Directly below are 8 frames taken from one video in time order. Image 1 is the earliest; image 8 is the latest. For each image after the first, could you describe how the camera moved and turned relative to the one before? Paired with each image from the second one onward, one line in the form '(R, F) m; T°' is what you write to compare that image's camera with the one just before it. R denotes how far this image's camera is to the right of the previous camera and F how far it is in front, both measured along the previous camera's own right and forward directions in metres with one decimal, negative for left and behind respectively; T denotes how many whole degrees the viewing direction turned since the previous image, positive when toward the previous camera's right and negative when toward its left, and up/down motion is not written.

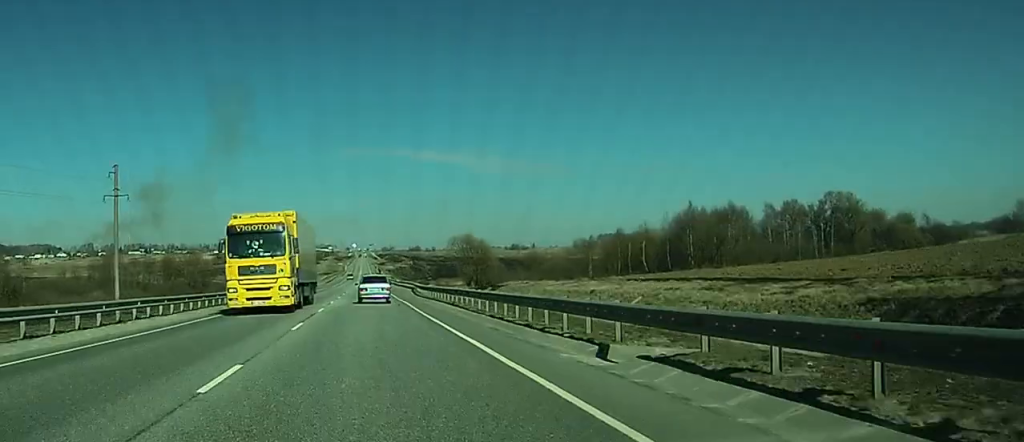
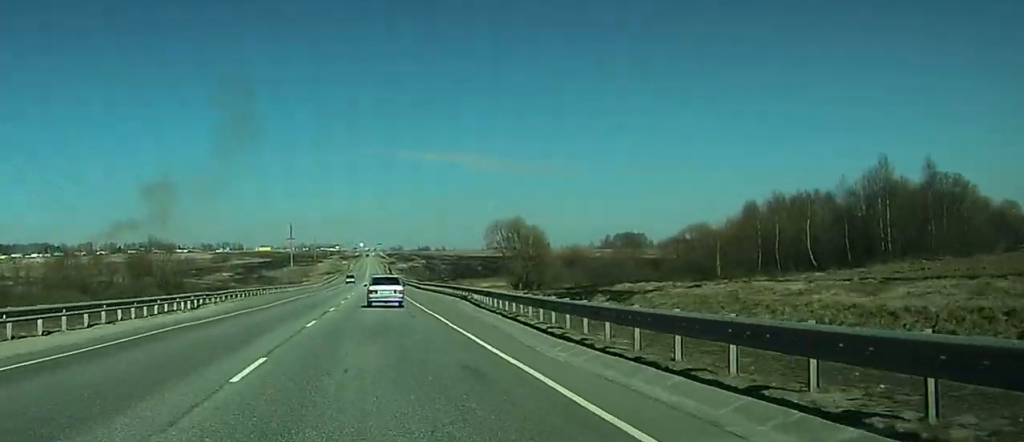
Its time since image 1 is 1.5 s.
(0.0, +49.1) m; 0°
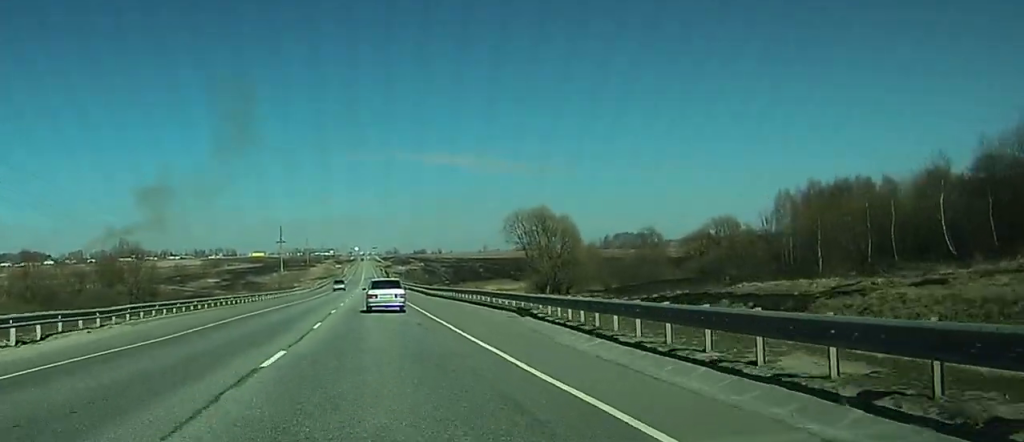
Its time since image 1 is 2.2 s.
(-0.1, +22.3) m; 0°
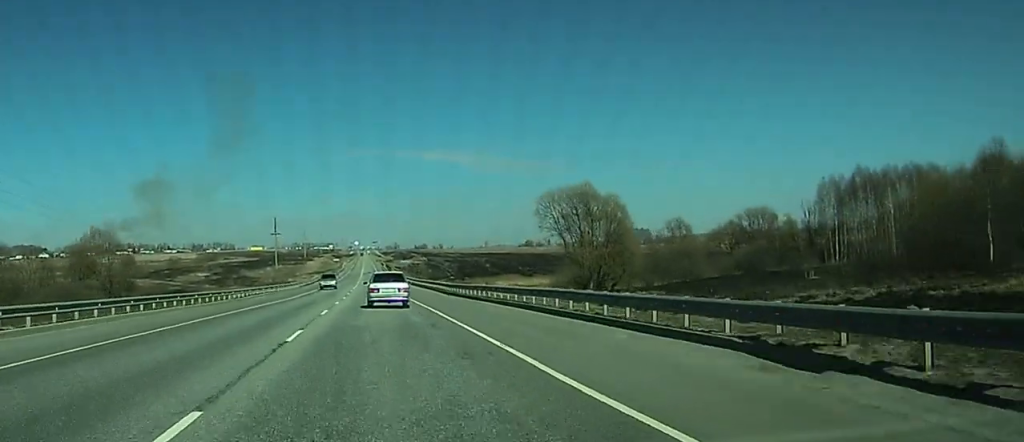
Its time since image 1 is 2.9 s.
(0.0, +21.1) m; 0°
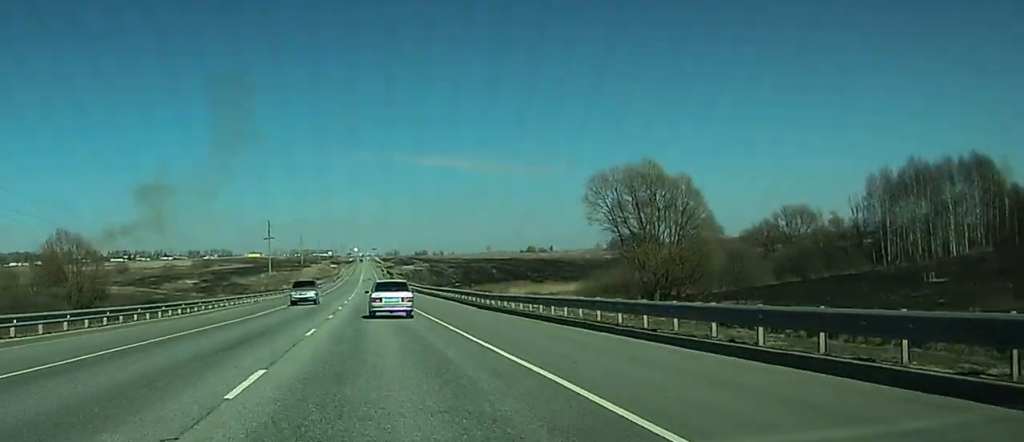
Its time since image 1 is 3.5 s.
(0.0, +20.0) m; 0°
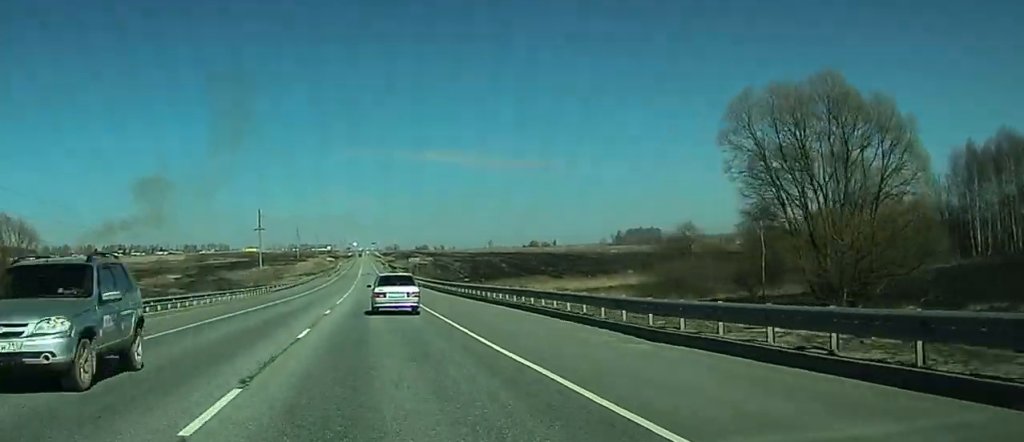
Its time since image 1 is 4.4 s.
(0.0, +27.2) m; 0°
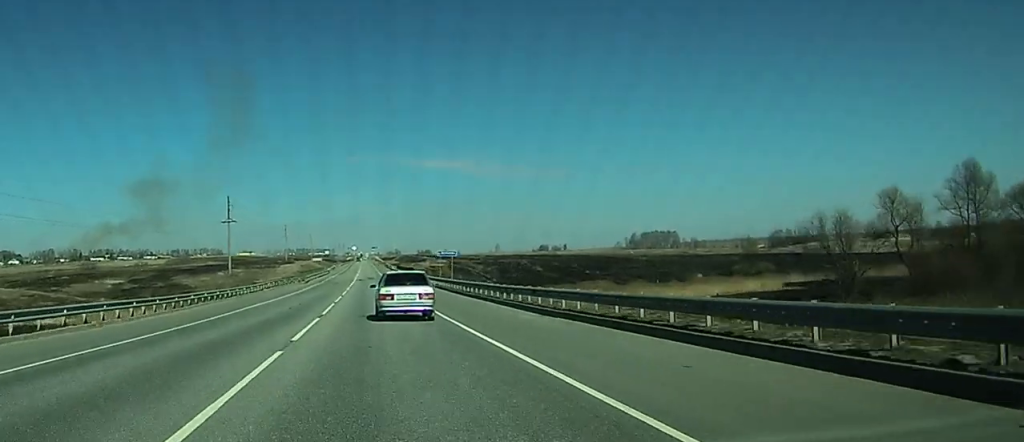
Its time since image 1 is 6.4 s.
(+0.5, +62.6) m; +1°
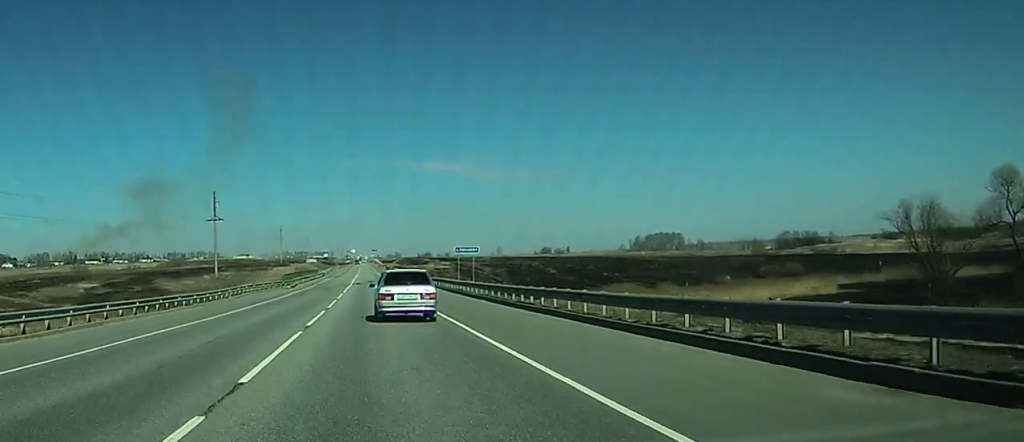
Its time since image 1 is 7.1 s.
(+0.3, +19.0) m; 0°
